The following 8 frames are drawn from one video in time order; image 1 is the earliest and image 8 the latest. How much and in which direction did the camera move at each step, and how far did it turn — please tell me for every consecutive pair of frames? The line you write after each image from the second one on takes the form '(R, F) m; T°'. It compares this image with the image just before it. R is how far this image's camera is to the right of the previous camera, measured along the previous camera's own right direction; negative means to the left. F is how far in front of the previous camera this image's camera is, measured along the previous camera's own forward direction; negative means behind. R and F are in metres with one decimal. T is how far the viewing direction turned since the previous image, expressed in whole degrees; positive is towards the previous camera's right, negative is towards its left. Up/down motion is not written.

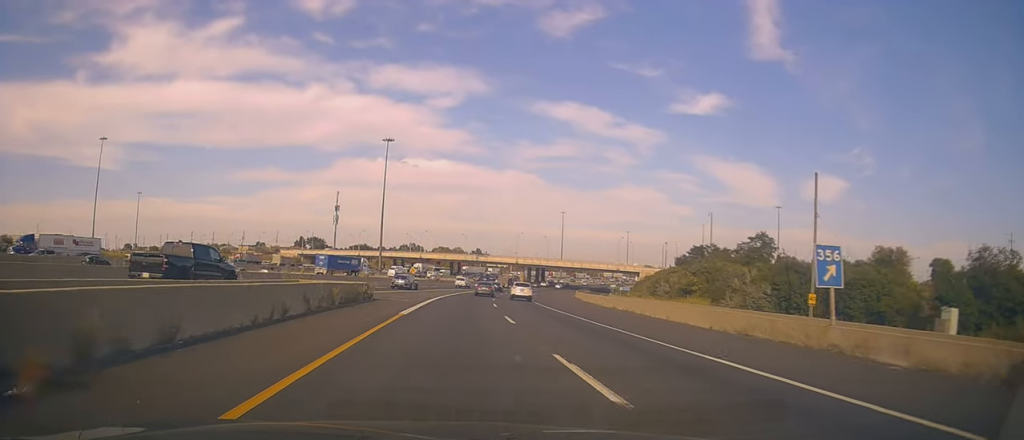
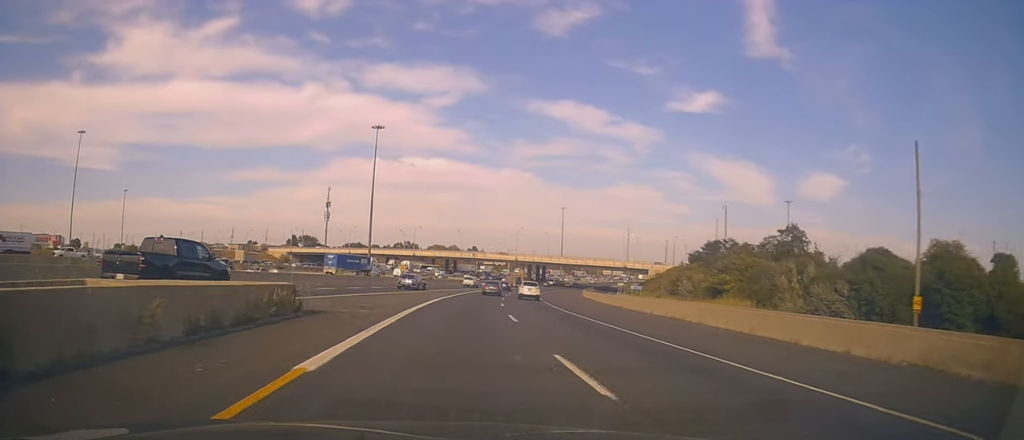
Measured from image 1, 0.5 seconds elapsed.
(0.0, +12.2) m; 0°
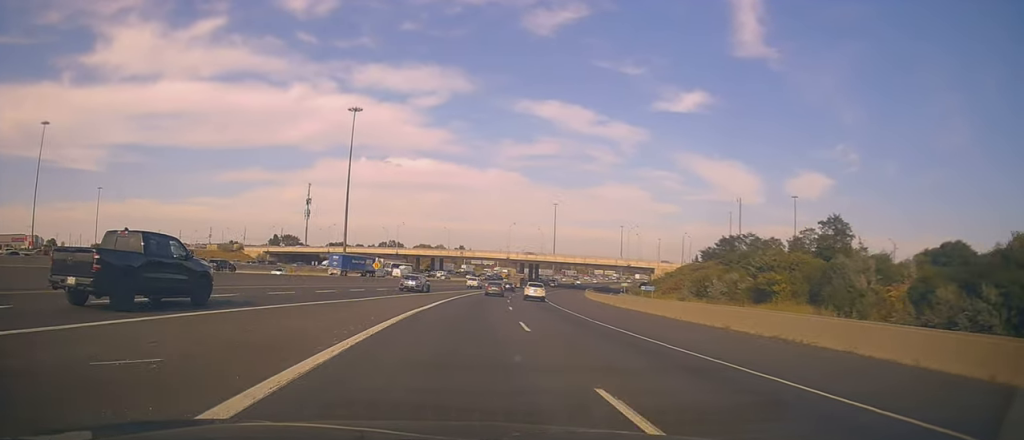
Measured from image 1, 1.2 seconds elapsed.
(-0.1, +15.9) m; 0°
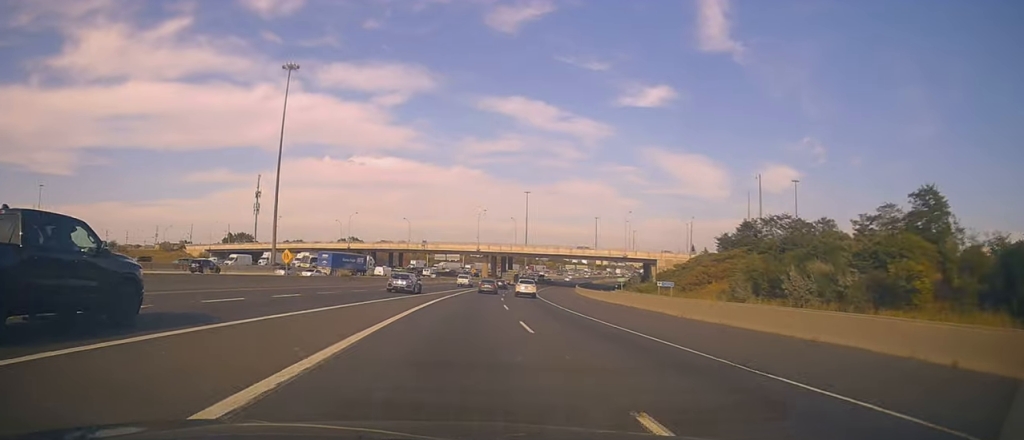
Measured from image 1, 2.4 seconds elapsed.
(+0.3, +26.9) m; +2°
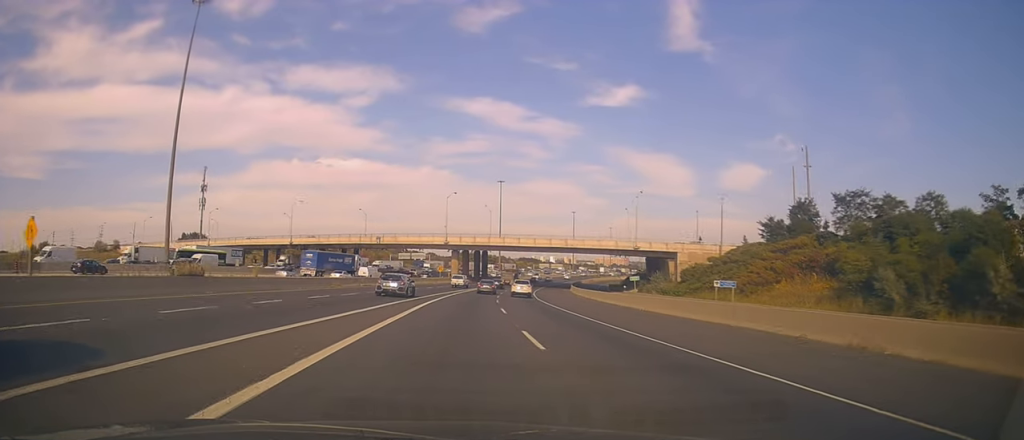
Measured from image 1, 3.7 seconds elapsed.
(+0.7, +28.7) m; +4°
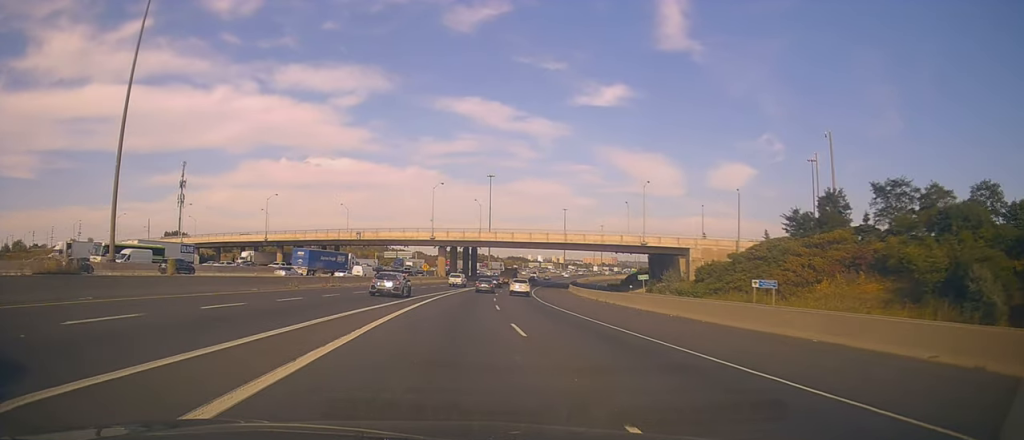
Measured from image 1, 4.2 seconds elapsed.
(+0.4, +10.2) m; +1°
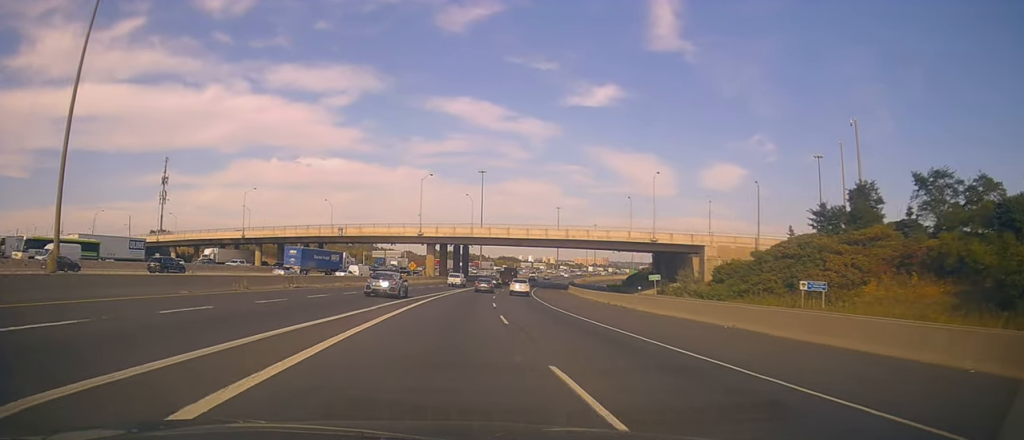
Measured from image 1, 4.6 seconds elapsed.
(+0.2, +8.8) m; +1°
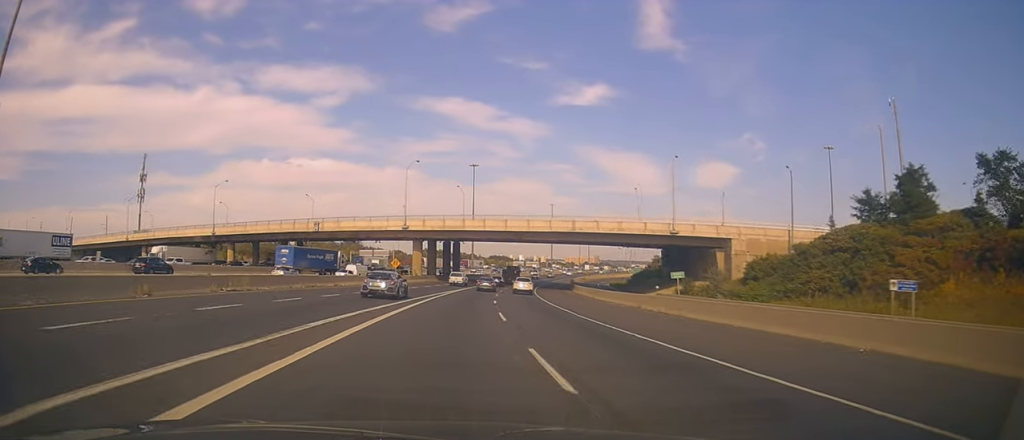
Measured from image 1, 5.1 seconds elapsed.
(+0.1, +10.9) m; +1°
